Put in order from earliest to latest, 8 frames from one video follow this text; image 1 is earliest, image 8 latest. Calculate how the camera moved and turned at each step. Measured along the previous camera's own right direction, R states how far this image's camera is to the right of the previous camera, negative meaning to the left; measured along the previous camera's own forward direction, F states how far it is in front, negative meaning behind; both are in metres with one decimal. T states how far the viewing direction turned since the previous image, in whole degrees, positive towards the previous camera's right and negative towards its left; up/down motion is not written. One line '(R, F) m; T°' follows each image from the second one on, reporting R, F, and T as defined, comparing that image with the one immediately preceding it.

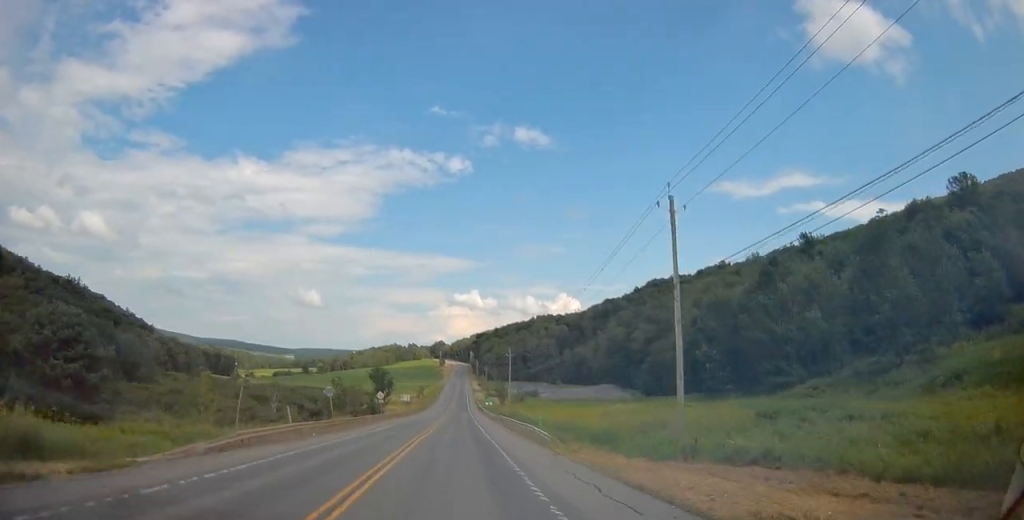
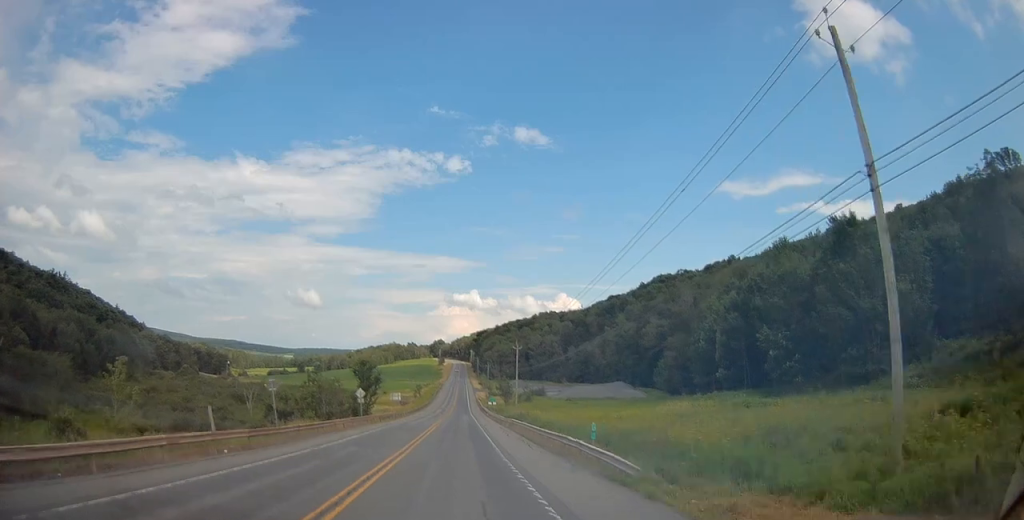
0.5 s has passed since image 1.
(+0.2, +14.4) m; +1°
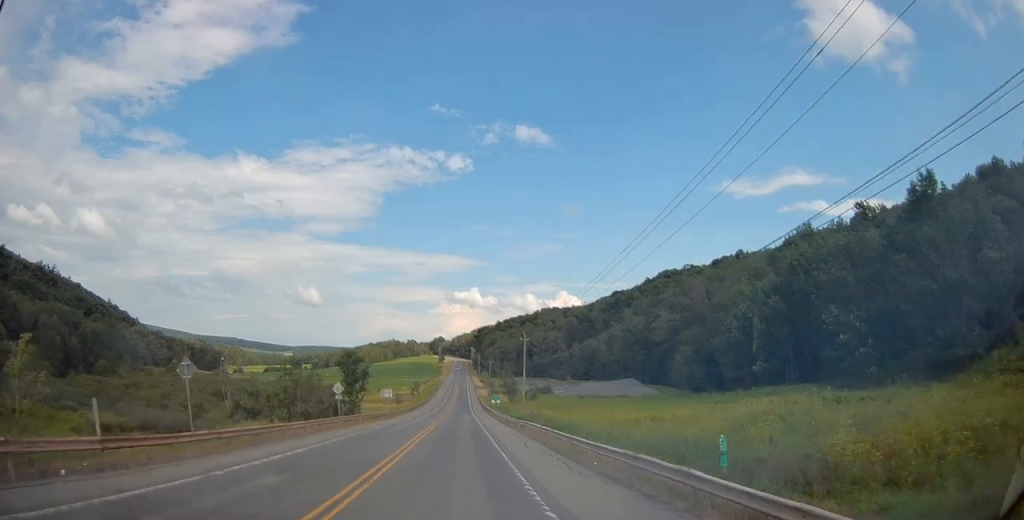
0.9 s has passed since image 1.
(0.0, +10.9) m; 0°
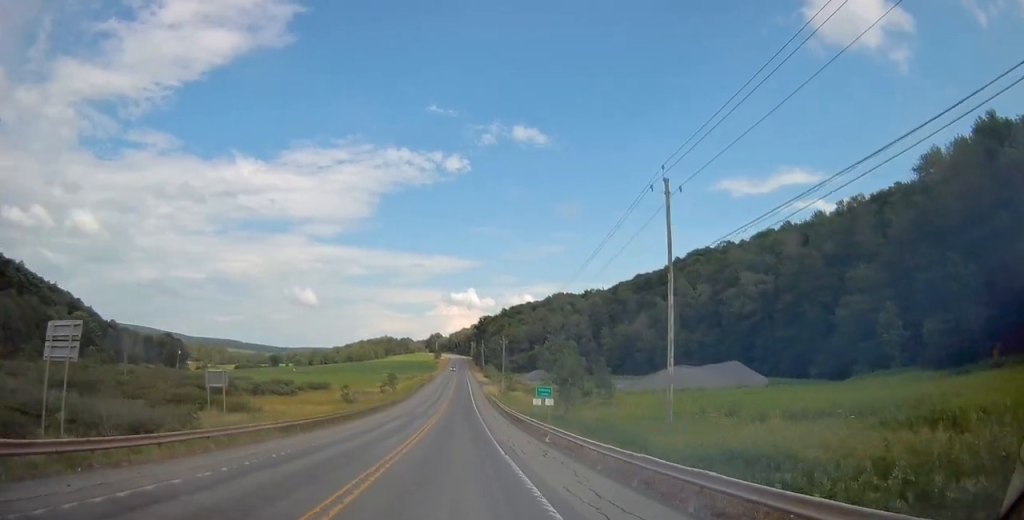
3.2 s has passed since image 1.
(+0.3, +61.3) m; +1°
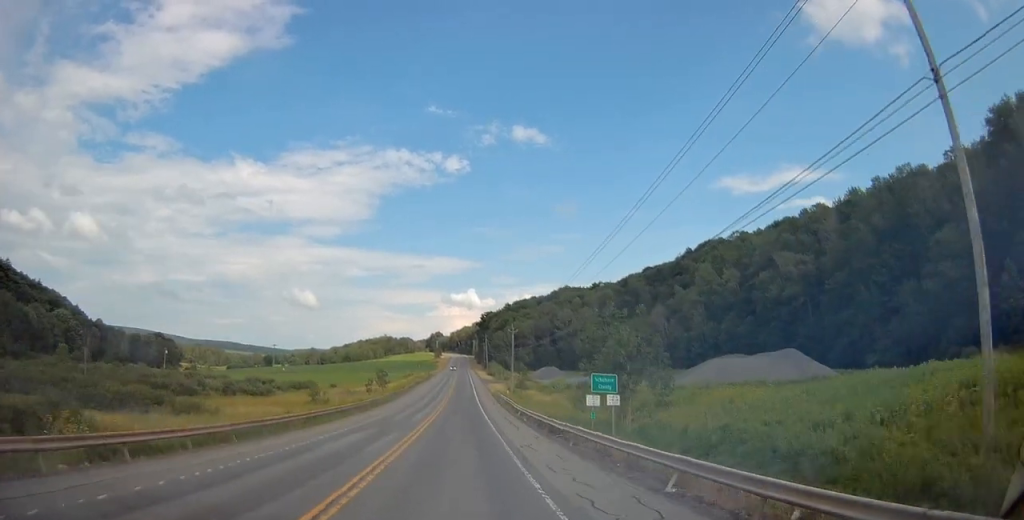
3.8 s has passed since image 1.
(+0.1, +17.5) m; 0°
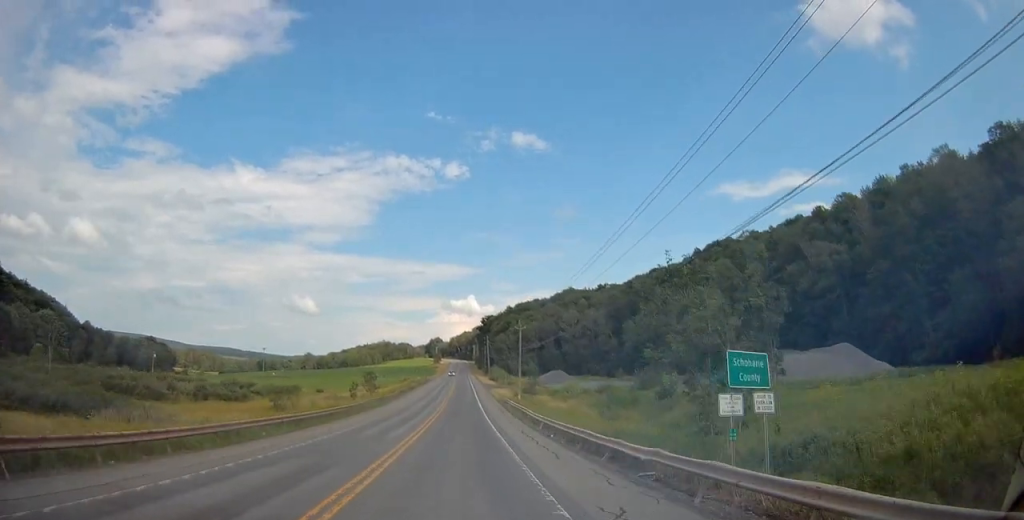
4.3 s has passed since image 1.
(-0.1, +12.9) m; 0°
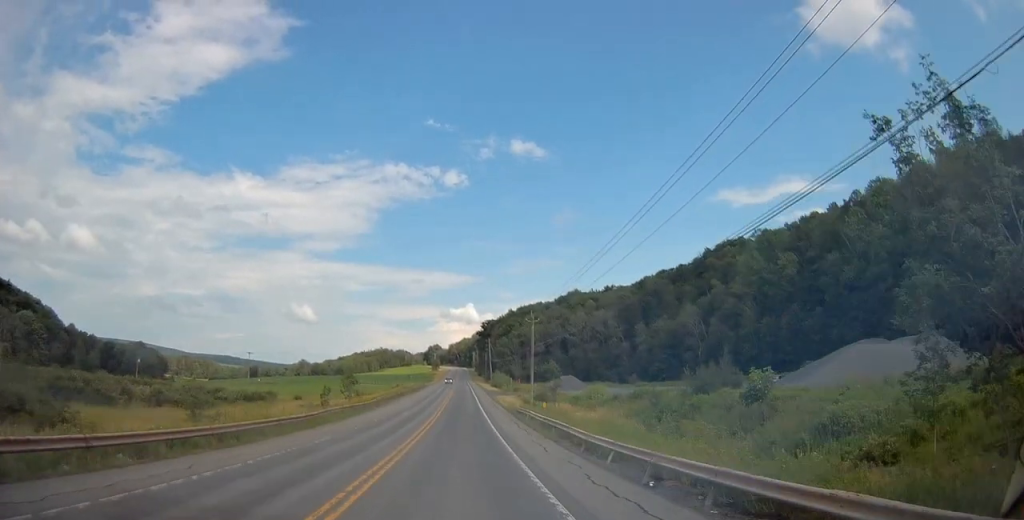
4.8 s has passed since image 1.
(-0.1, +15.6) m; 0°
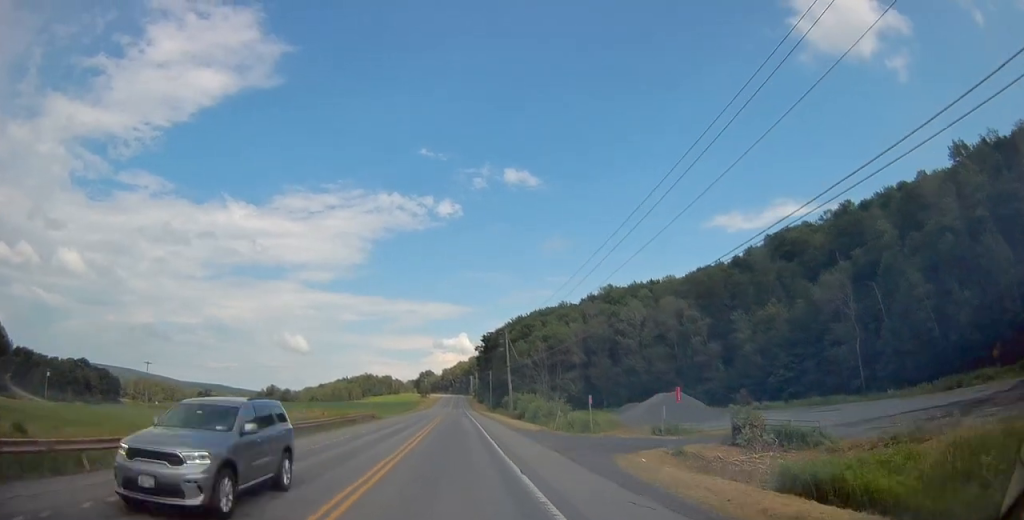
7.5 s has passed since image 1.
(+0.2, +71.7) m; 0°
